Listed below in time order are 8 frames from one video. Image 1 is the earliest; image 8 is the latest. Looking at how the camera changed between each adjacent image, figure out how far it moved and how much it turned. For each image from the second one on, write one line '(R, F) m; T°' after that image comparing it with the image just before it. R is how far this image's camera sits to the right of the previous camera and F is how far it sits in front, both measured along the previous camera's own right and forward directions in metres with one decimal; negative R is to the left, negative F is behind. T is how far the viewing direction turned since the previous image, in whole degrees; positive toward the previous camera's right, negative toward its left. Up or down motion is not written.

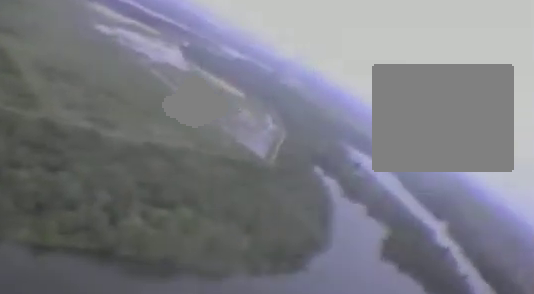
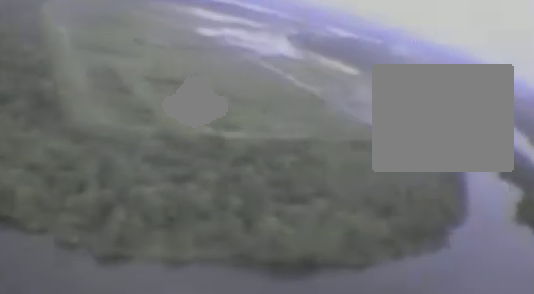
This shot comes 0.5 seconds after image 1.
(-0.3, +7.1) m; -4°
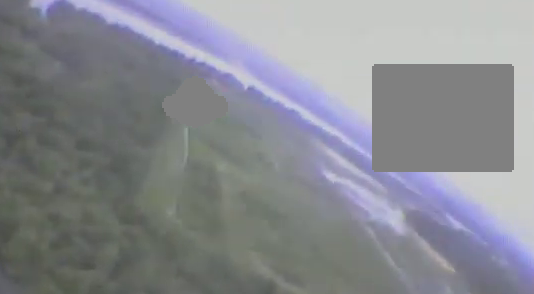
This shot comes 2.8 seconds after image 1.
(-7.0, +32.5) m; -36°
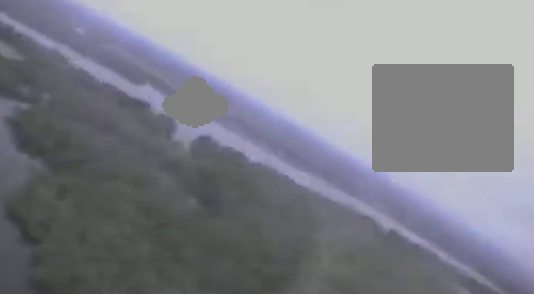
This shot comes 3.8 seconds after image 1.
(-2.7, +9.3) m; -30°
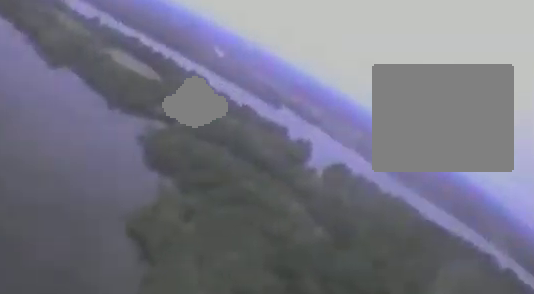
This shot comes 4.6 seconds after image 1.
(-1.2, +5.6) m; -25°
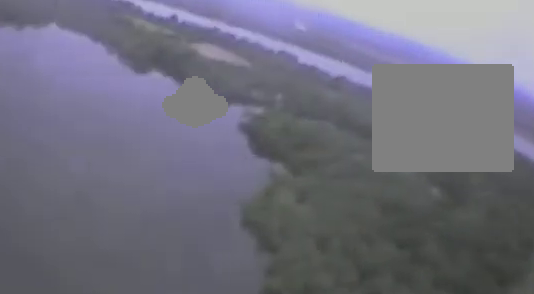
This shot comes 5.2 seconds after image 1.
(-1.1, +4.2) m; -10°
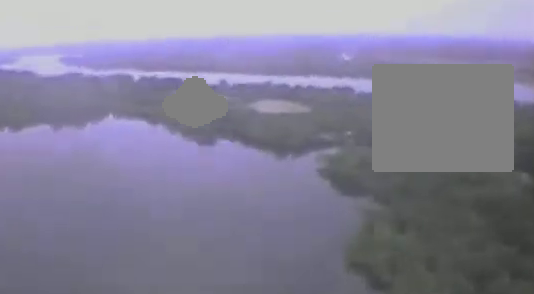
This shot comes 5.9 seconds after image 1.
(-0.5, +4.5) m; -1°
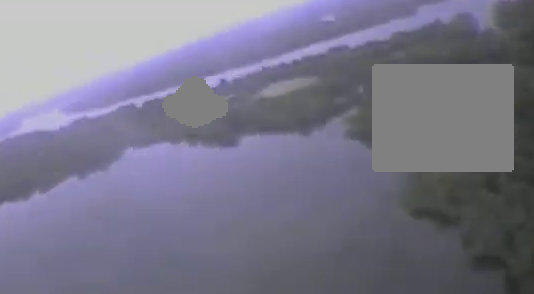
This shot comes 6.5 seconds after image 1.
(-0.1, +3.8) m; +11°
